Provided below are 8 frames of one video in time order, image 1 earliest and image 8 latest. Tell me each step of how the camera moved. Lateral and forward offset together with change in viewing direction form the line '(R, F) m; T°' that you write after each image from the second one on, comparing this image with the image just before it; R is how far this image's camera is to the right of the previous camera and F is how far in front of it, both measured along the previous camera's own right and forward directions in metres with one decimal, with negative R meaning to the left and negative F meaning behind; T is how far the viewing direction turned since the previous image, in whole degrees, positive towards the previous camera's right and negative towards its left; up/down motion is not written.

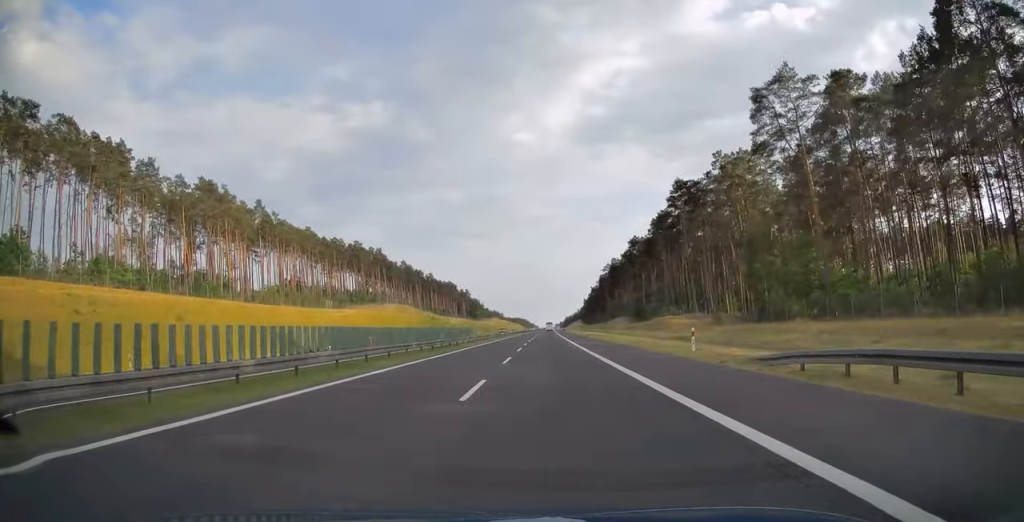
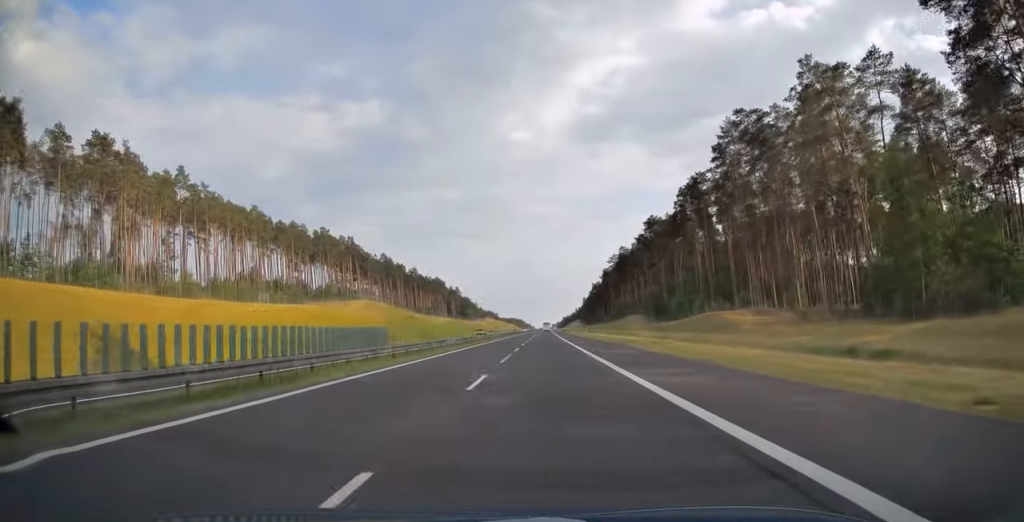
(+0.1, +34.3) m; 0°
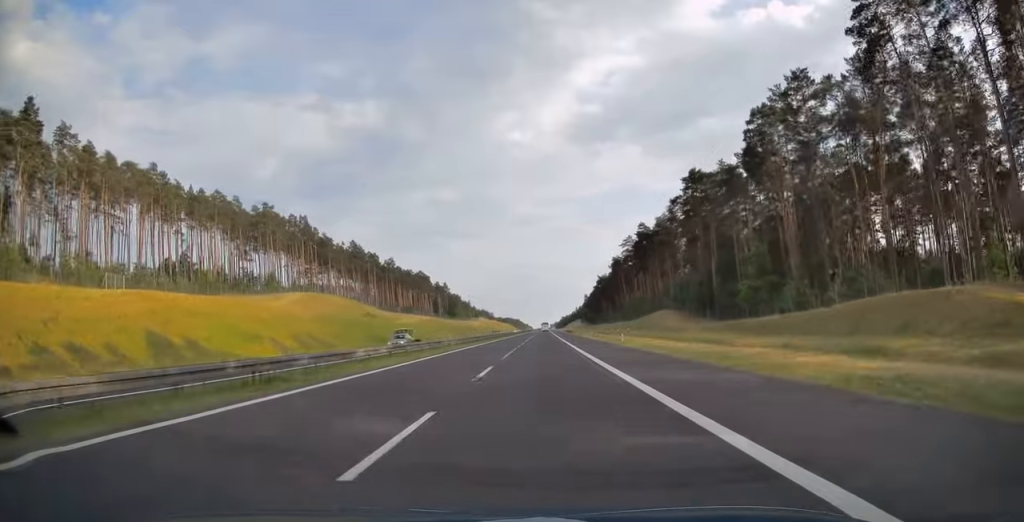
(+0.2, +44.1) m; 0°
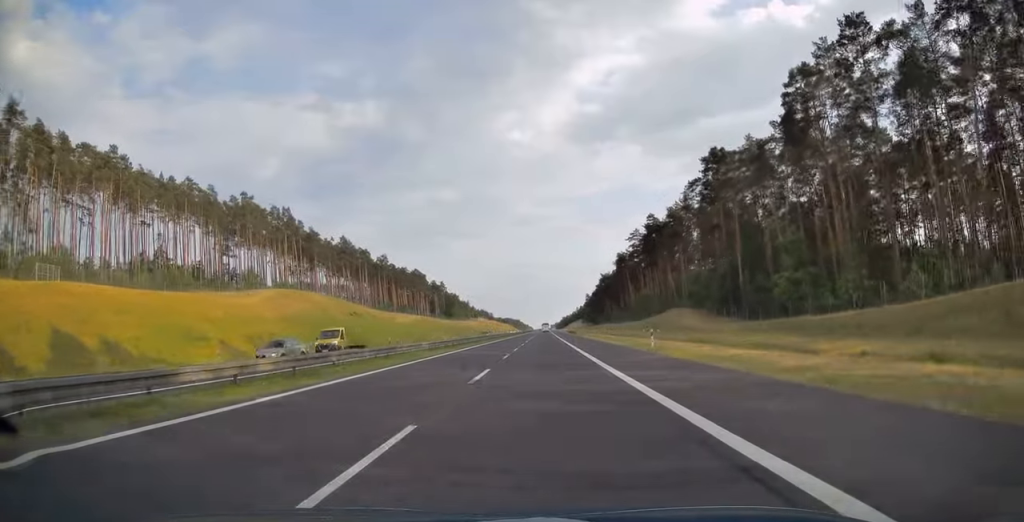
(0.0, +13.1) m; 0°
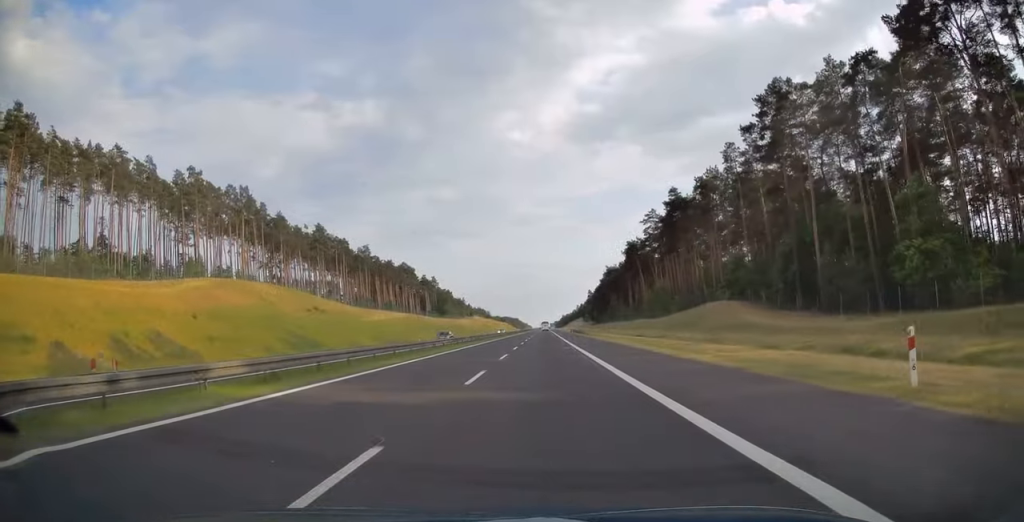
(+0.1, +25.6) m; 0°
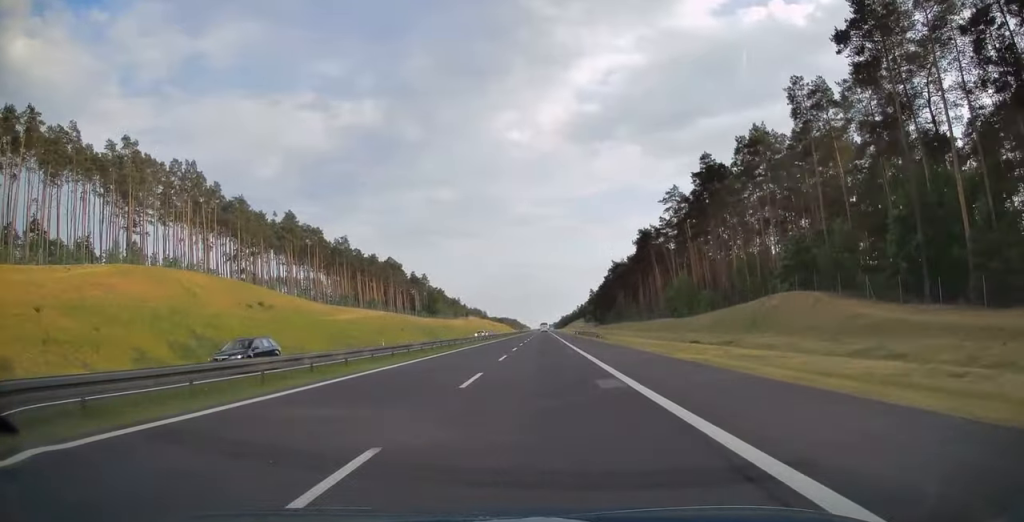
(+0.1, +24.5) m; 0°
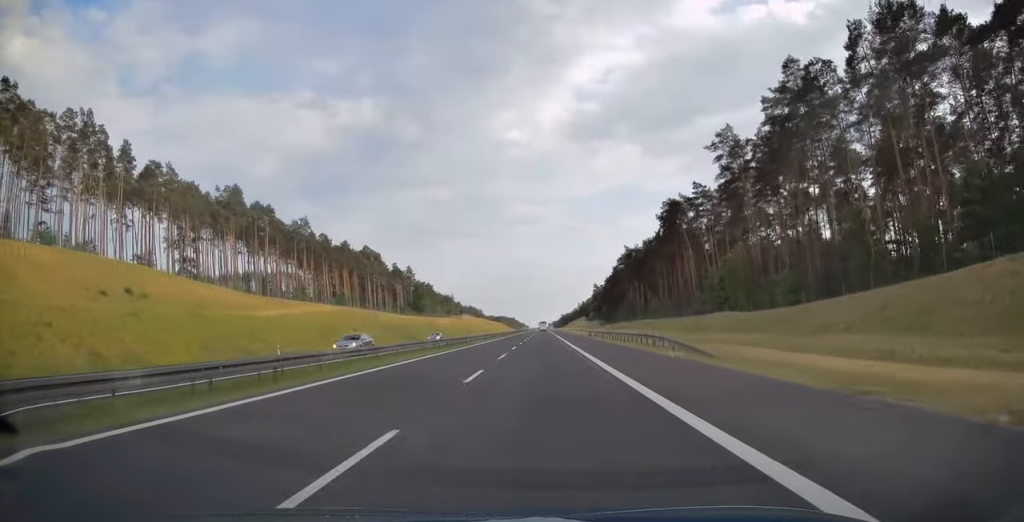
(0.0, +34.8) m; 0°
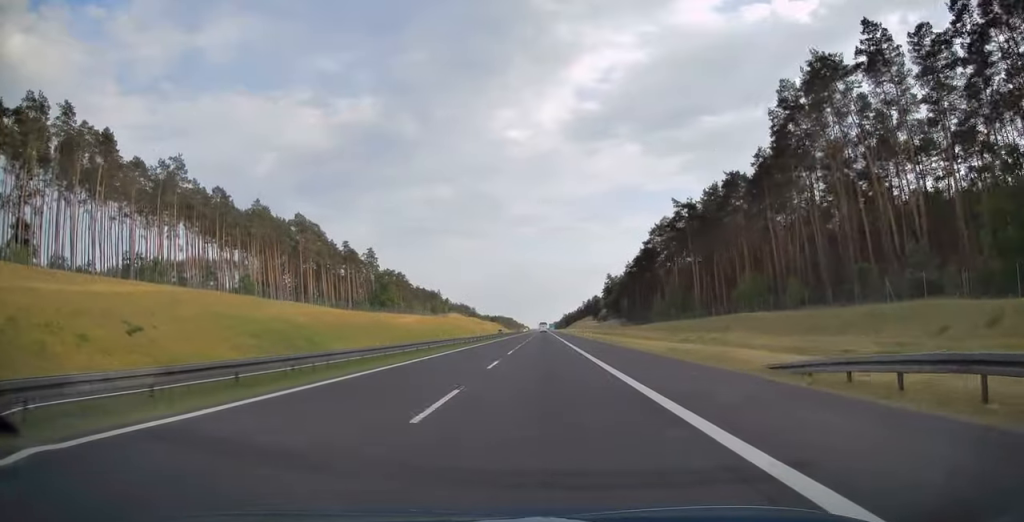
(+0.1, +66.5) m; 0°
